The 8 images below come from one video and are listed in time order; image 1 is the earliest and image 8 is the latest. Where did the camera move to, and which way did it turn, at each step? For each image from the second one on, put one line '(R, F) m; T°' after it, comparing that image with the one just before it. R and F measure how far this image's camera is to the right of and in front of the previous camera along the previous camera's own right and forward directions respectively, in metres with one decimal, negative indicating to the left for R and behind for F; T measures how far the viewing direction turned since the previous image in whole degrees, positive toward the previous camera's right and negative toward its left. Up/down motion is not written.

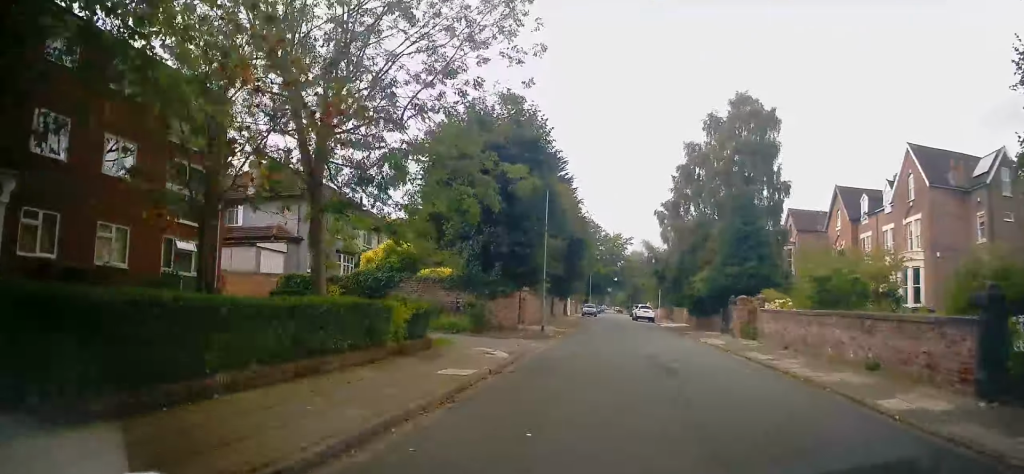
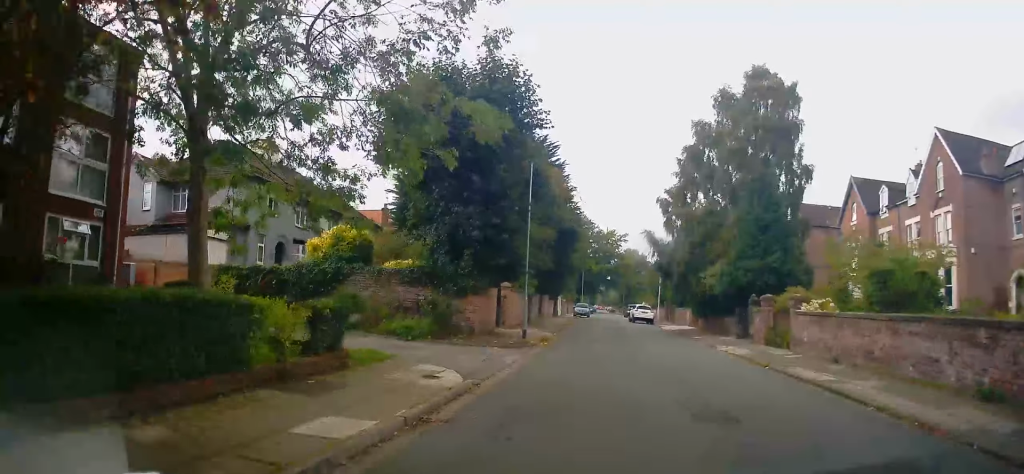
(-0.3, +5.0) m; 0°
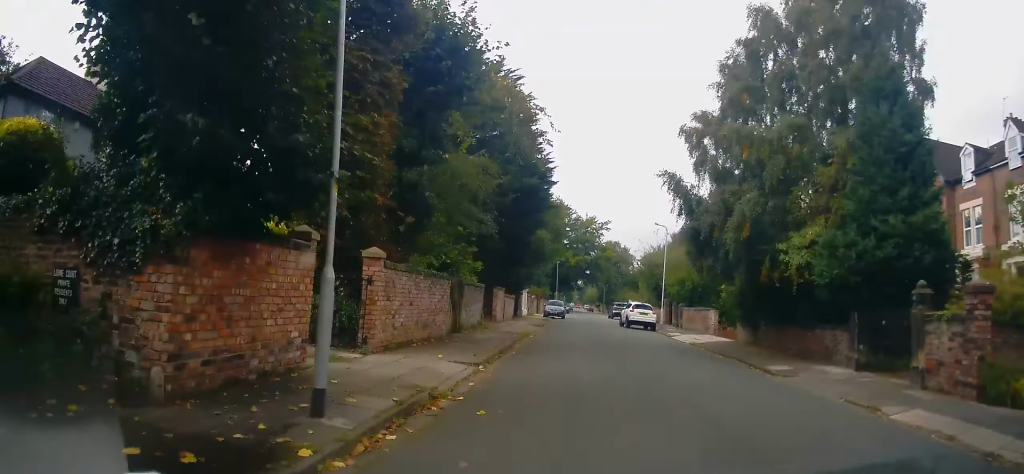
(+0.2, +14.6) m; +2°
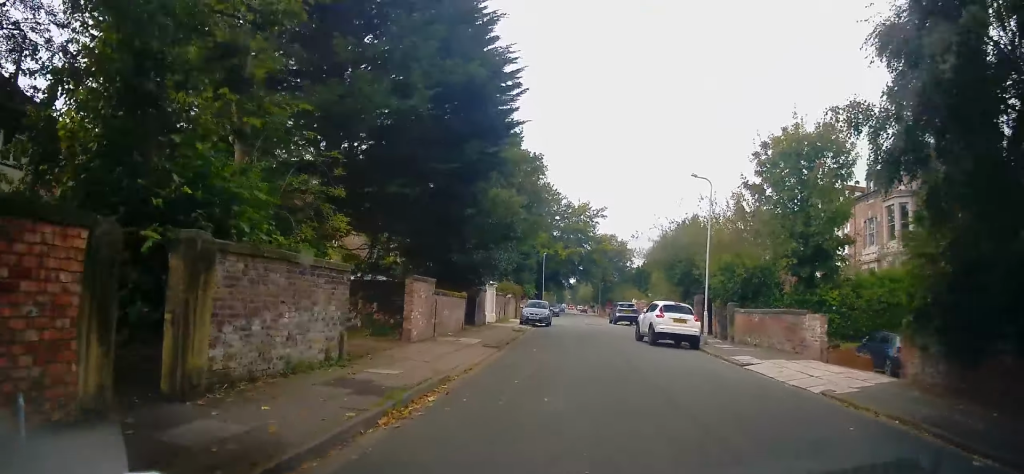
(+0.5, +13.9) m; +1°
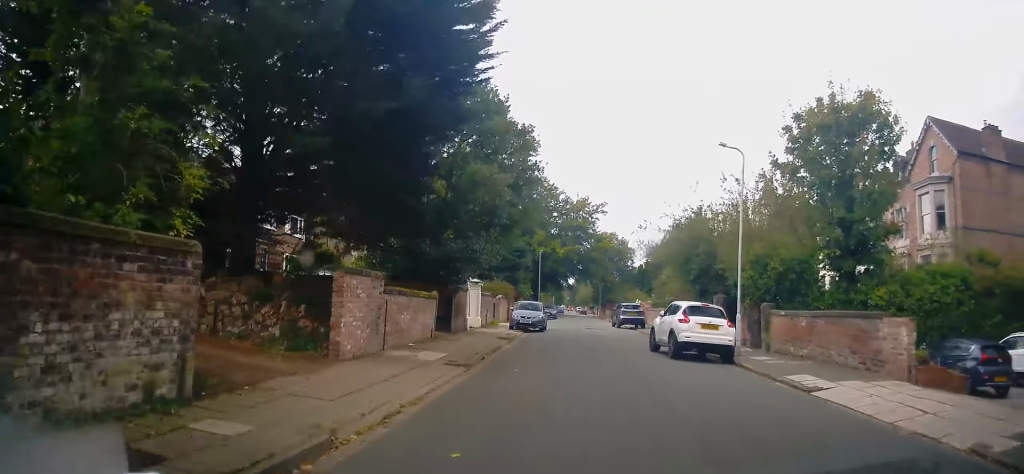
(-0.5, +4.7) m; -2°
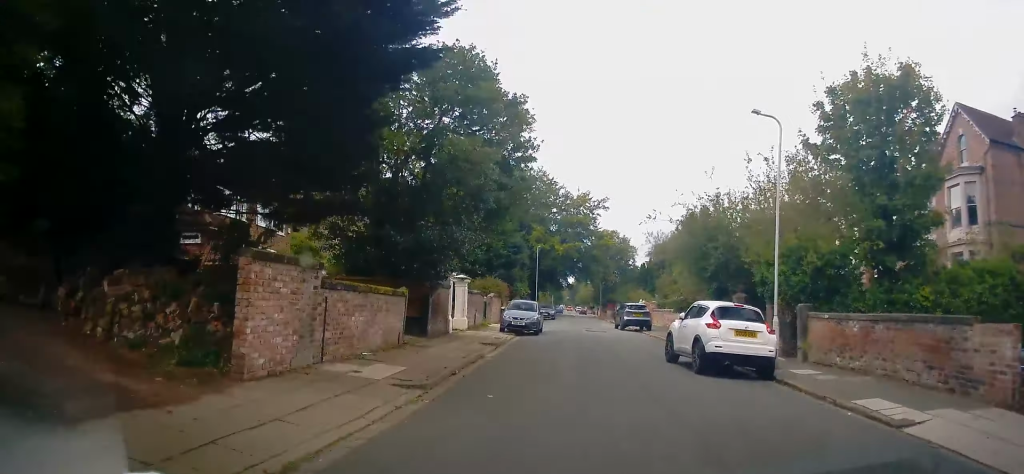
(+0.1, +3.4) m; +1°
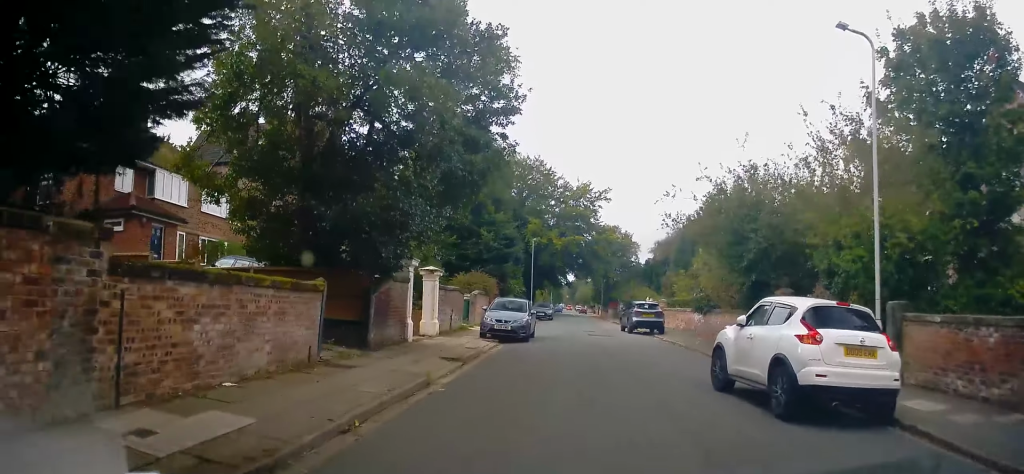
(+0.2, +5.3) m; +3°
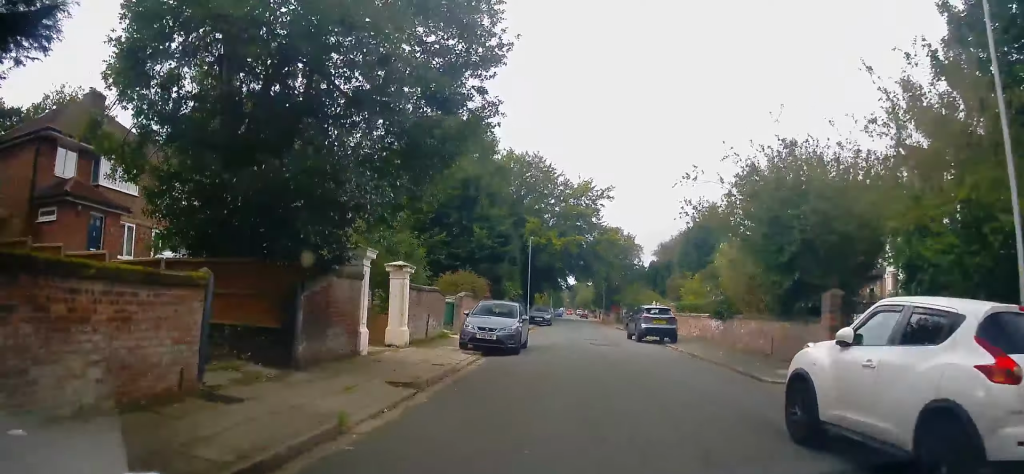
(0.0, +3.7) m; 0°
